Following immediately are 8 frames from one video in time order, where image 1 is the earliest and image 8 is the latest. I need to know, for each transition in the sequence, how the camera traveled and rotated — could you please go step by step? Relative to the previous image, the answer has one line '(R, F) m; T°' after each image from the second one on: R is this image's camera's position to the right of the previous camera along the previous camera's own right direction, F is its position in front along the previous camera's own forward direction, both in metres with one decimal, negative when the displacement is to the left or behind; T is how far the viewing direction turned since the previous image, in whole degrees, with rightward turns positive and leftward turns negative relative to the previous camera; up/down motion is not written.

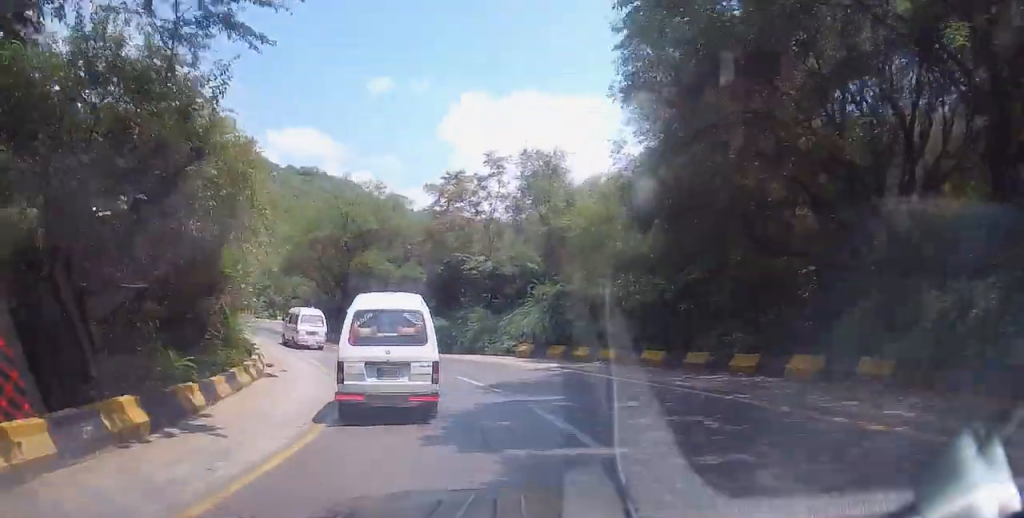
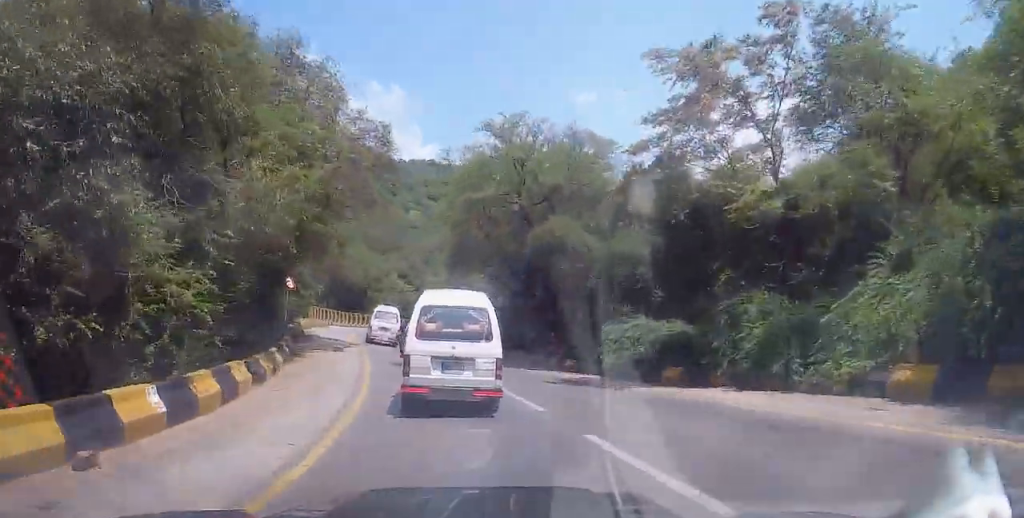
(-1.7, +14.9) m; -17°
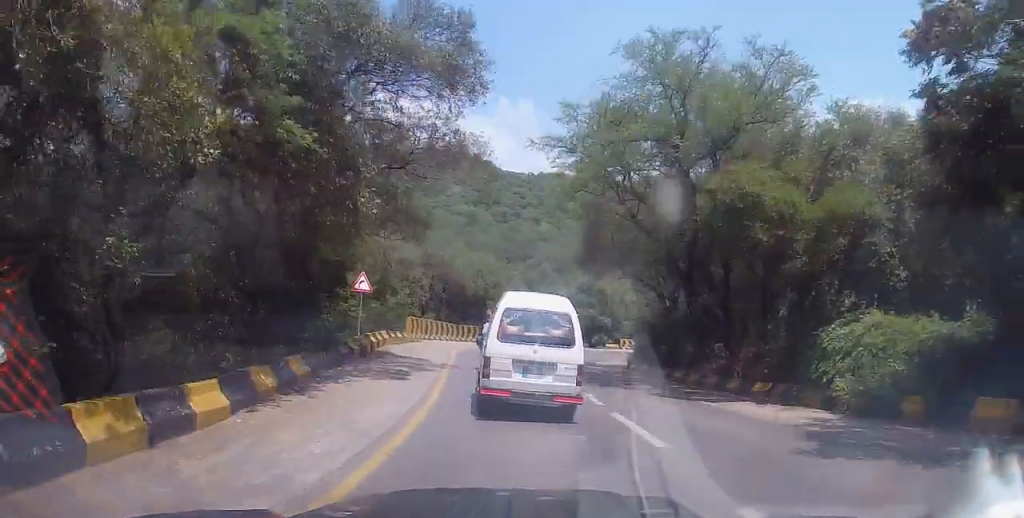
(-1.0, +8.7) m; -10°
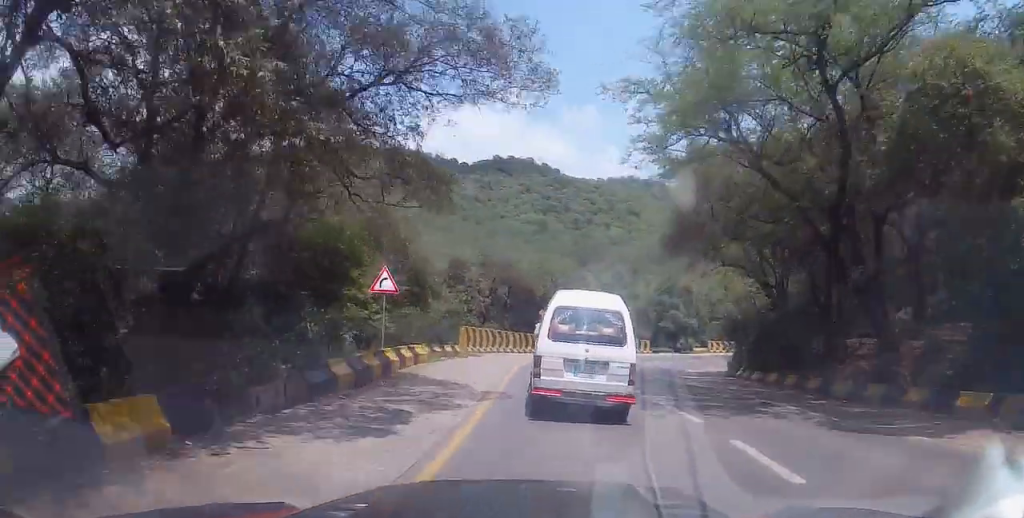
(-0.5, +6.8) m; -6°
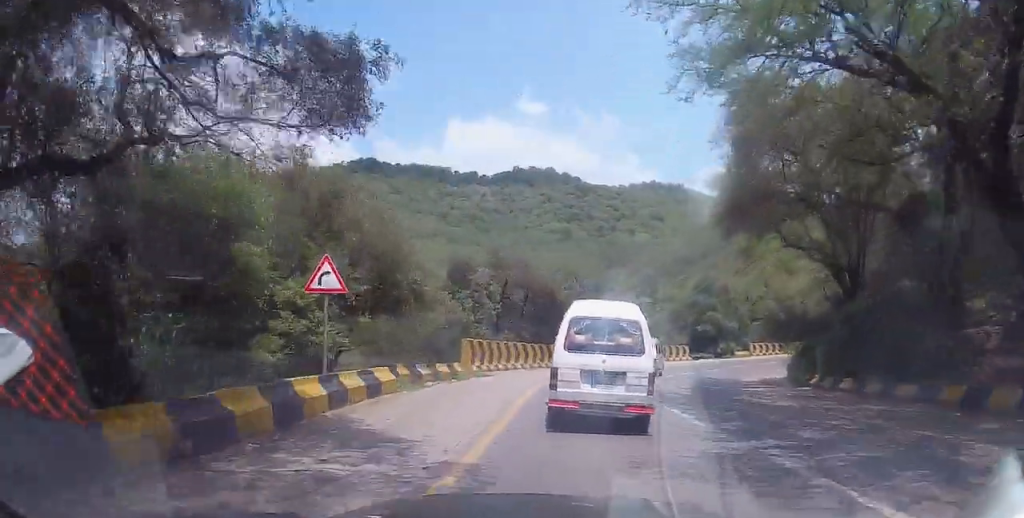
(-0.2, +6.0) m; -1°
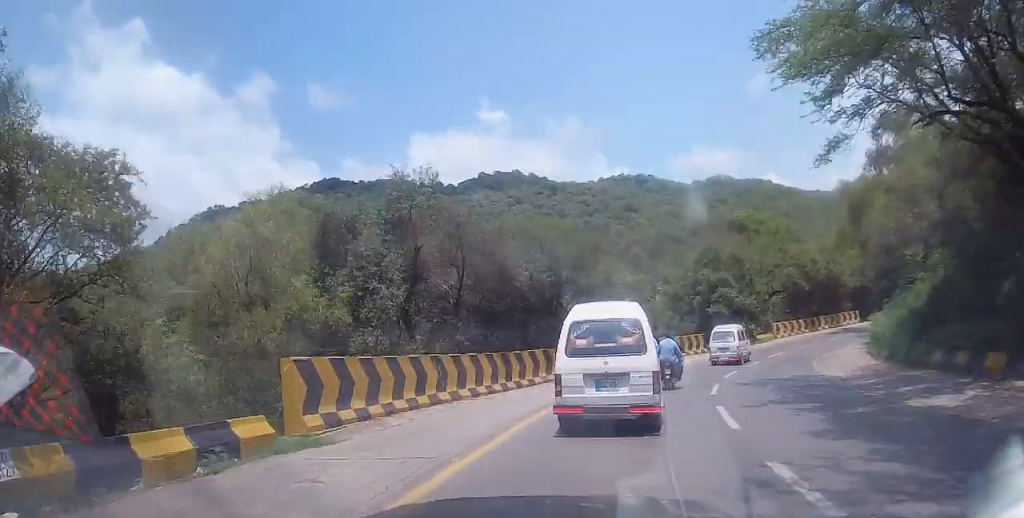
(-0.2, +13.1) m; -1°
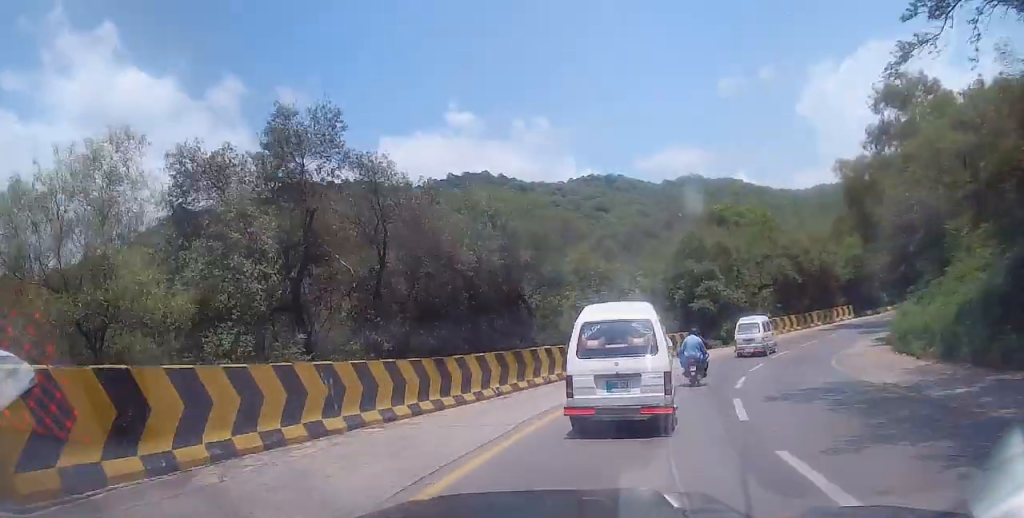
(0.0, +5.4) m; +3°
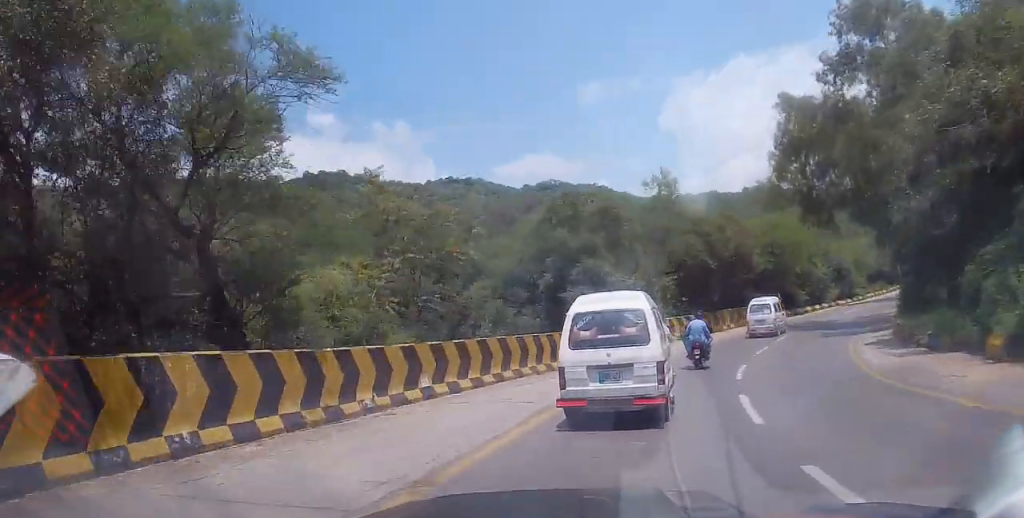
(+1.2, +14.1) m; +11°
